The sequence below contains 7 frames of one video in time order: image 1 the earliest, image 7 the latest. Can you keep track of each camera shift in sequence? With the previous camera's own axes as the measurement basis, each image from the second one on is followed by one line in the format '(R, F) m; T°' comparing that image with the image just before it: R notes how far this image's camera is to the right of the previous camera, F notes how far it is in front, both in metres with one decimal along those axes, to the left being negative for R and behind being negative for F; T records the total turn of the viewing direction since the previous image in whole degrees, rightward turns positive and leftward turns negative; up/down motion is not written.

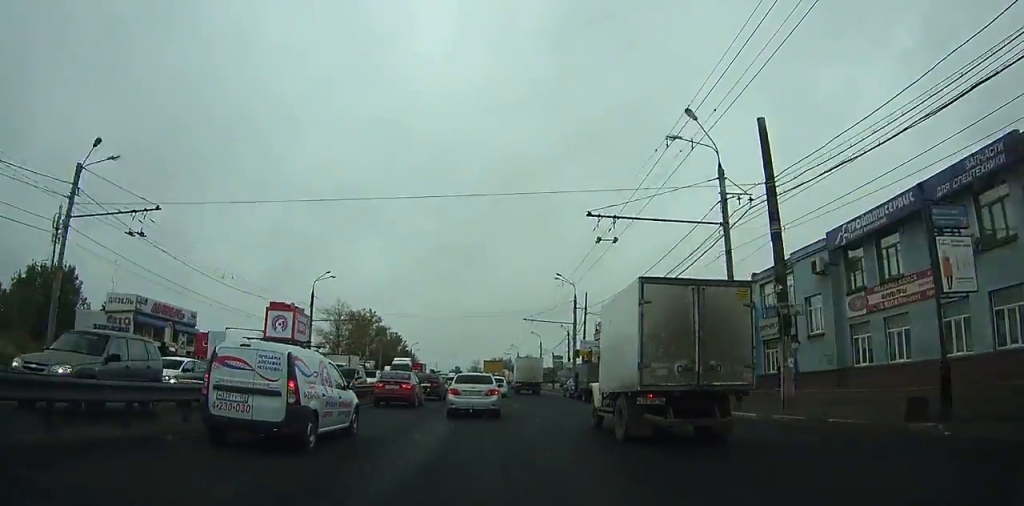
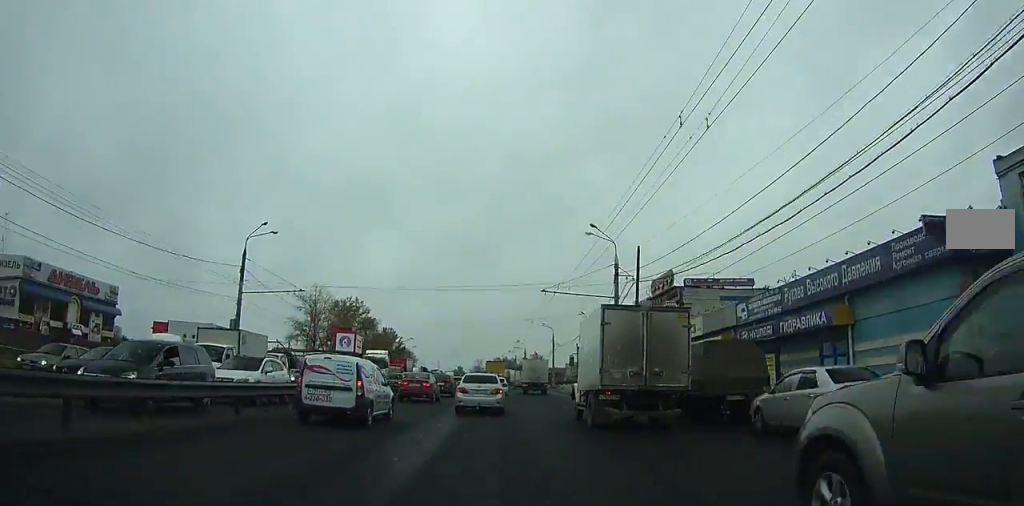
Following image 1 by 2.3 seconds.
(-0.5, +18.2) m; -1°
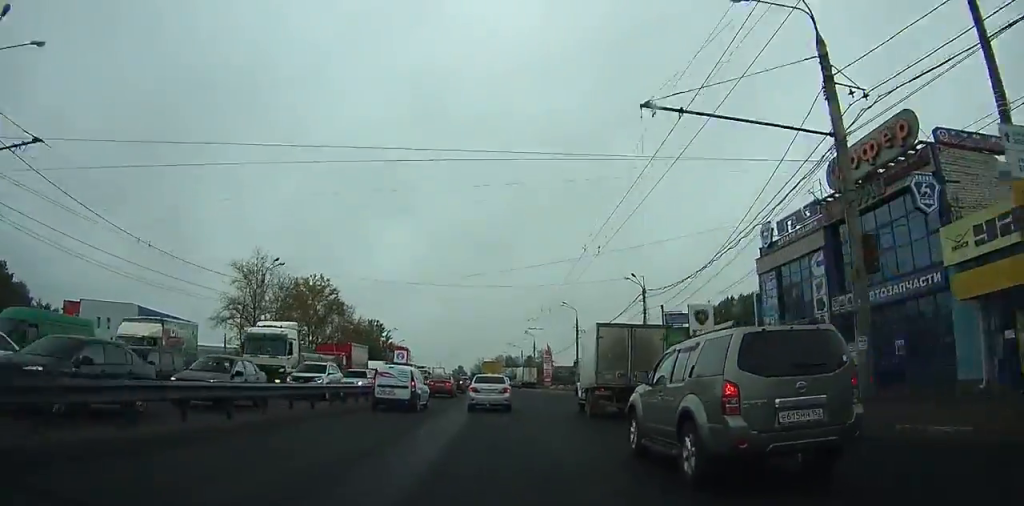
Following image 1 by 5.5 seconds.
(+1.2, +24.7) m; +4°
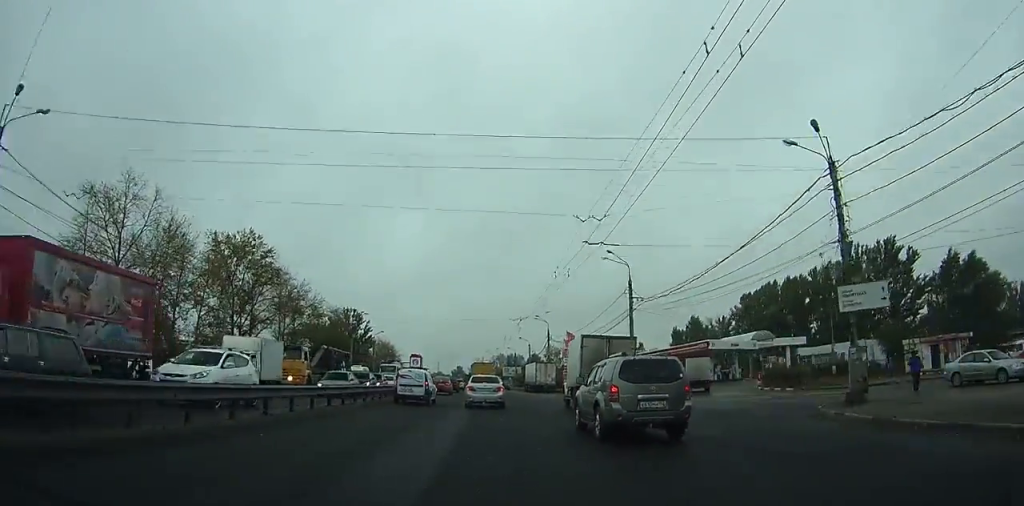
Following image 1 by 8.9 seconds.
(-0.6, +28.8) m; -2°
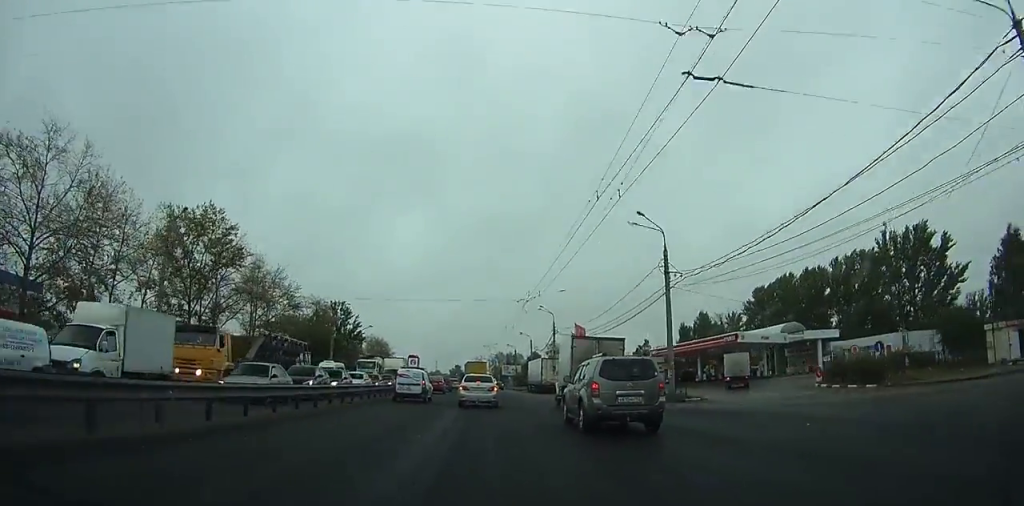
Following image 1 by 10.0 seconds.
(0.0, +10.3) m; -1°
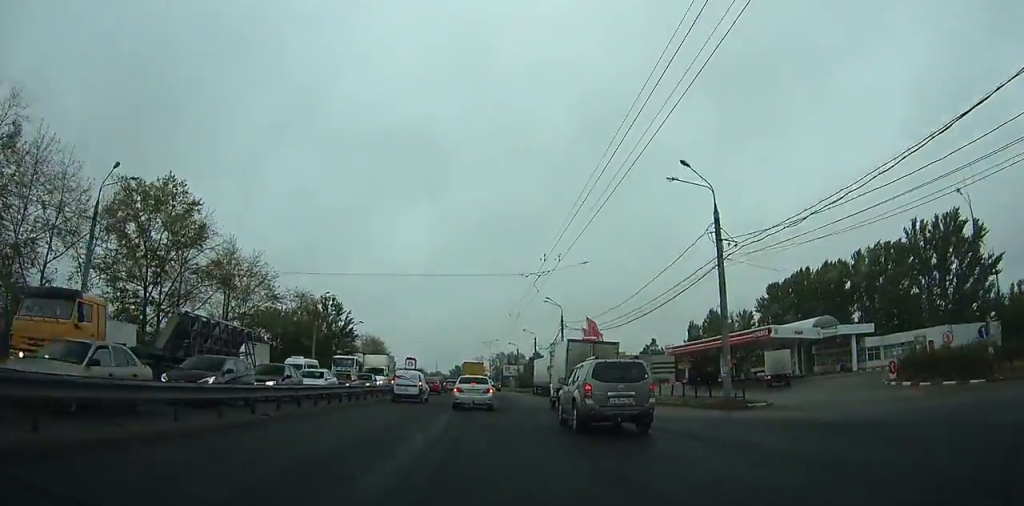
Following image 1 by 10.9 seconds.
(-0.2, +8.8) m; -1°
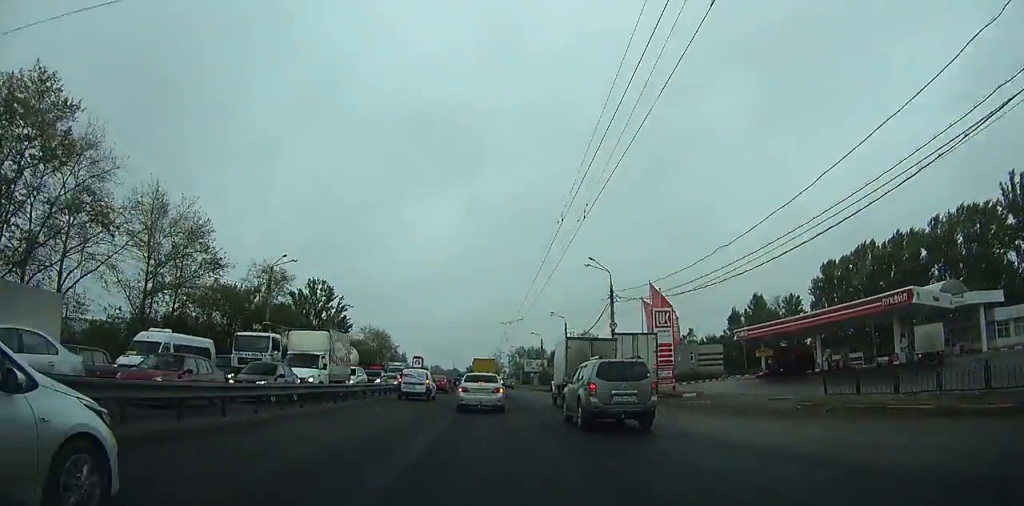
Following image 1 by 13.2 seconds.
(-0.1, +21.4) m; 0°
